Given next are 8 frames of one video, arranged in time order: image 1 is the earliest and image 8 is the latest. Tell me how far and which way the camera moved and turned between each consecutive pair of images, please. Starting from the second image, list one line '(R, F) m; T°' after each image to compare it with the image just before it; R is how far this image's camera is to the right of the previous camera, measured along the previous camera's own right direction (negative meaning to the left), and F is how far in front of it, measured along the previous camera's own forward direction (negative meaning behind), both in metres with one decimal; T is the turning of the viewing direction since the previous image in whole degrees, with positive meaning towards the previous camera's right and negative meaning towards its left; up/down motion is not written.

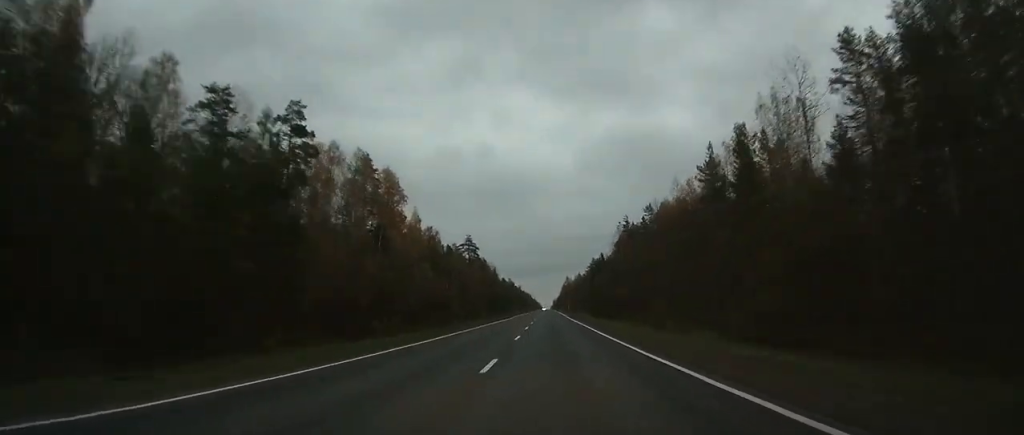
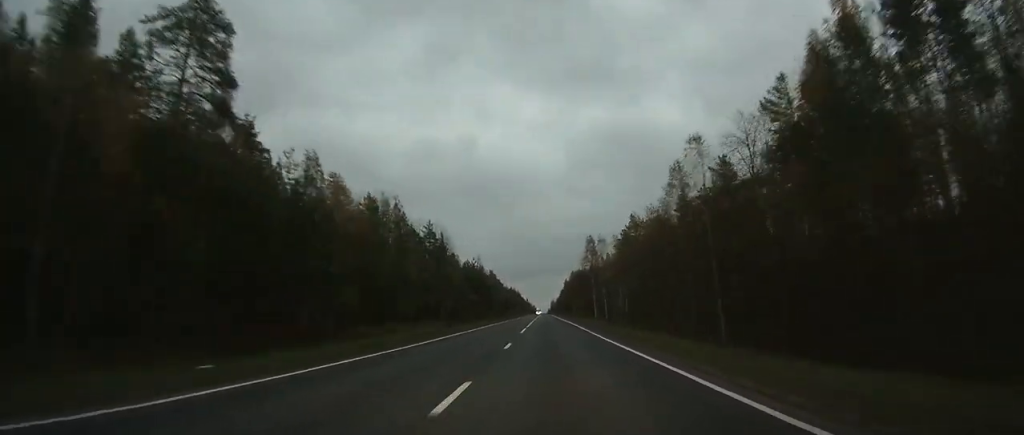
(0.0, +127.1) m; 0°
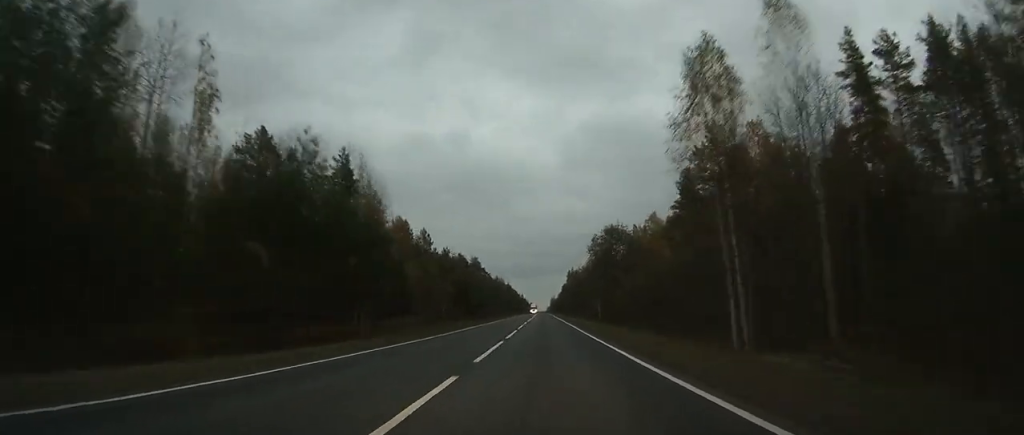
(-0.2, +63.0) m; 0°
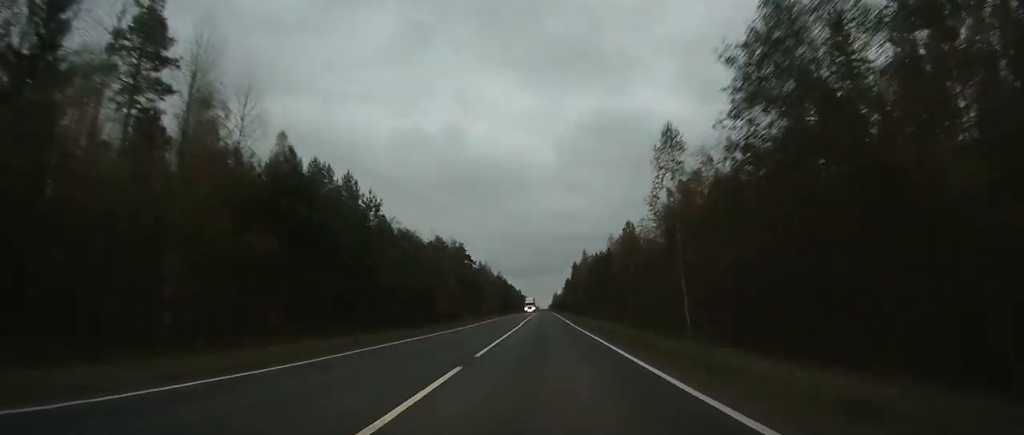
(-0.1, +46.5) m; 0°
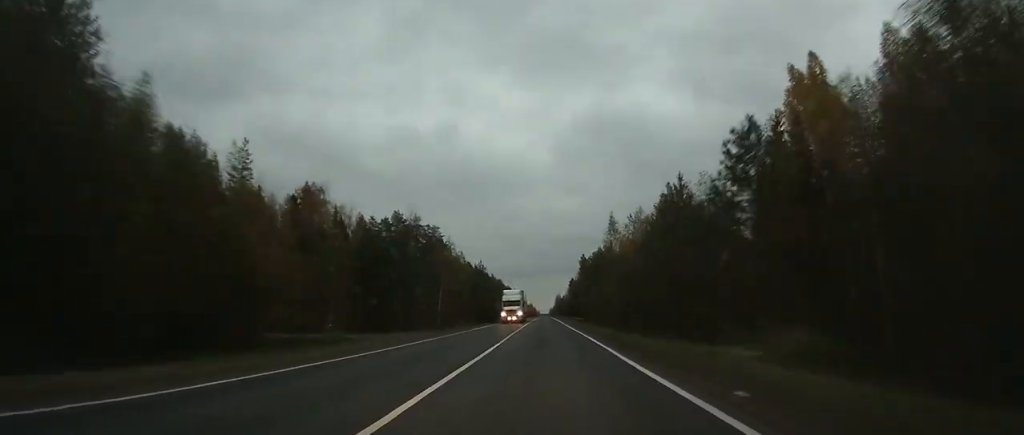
(-0.2, +52.5) m; -1°
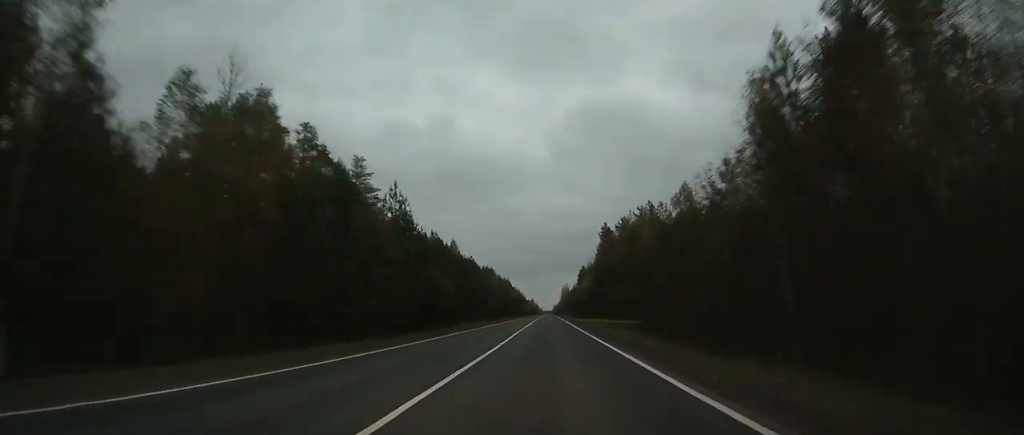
(-0.5, +70.3) m; 0°
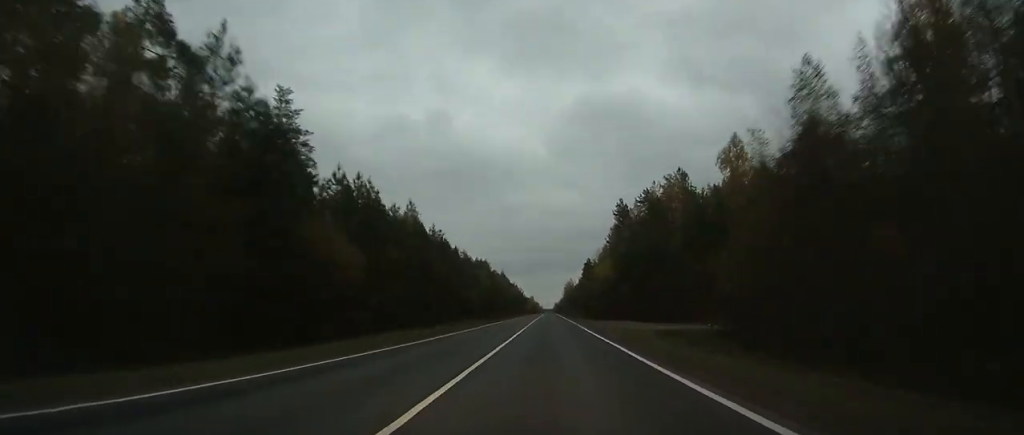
(0.0, +28.2) m; 0°
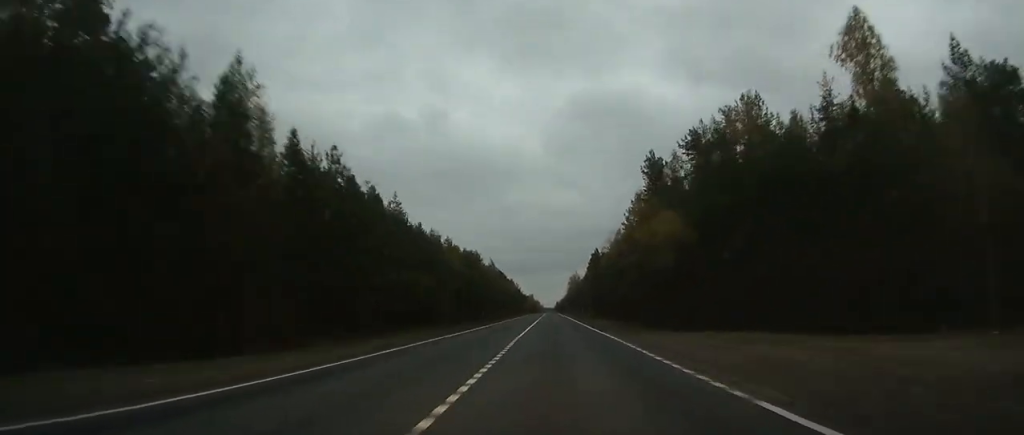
(+0.2, +32.6) m; 0°
